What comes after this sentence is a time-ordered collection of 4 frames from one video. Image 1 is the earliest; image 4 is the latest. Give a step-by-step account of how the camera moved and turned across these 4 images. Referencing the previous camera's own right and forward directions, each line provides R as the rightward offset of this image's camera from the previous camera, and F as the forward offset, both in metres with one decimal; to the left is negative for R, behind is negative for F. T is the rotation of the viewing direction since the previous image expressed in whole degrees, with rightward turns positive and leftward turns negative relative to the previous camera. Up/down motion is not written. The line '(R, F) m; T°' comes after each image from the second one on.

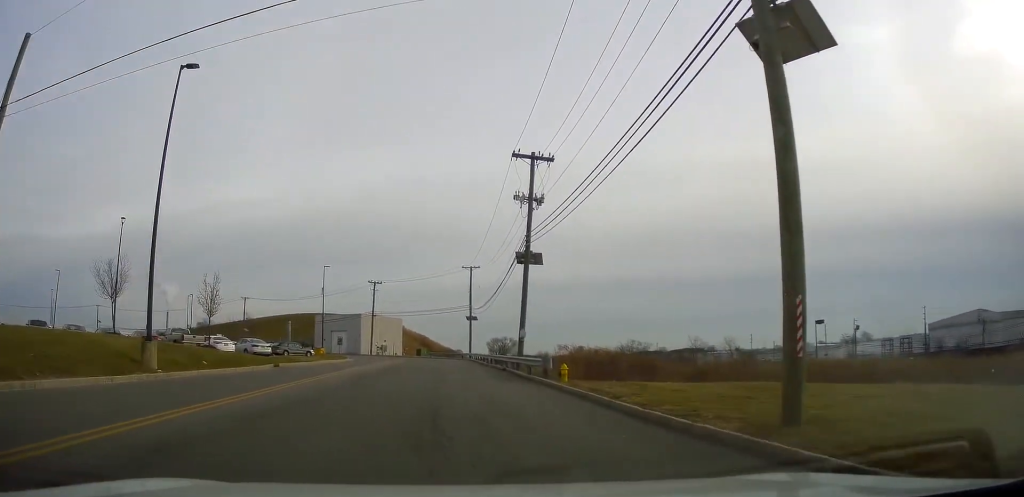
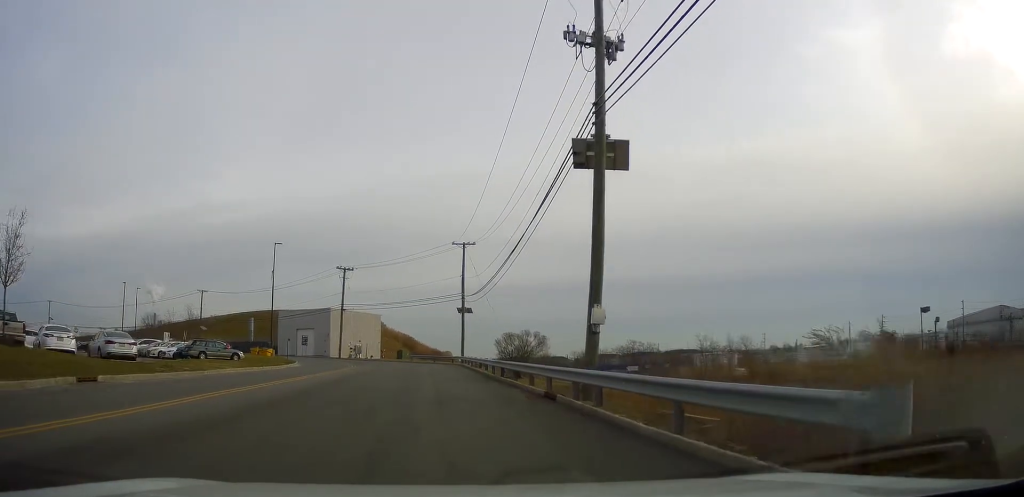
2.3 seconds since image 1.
(+2.2, +17.8) m; +7°
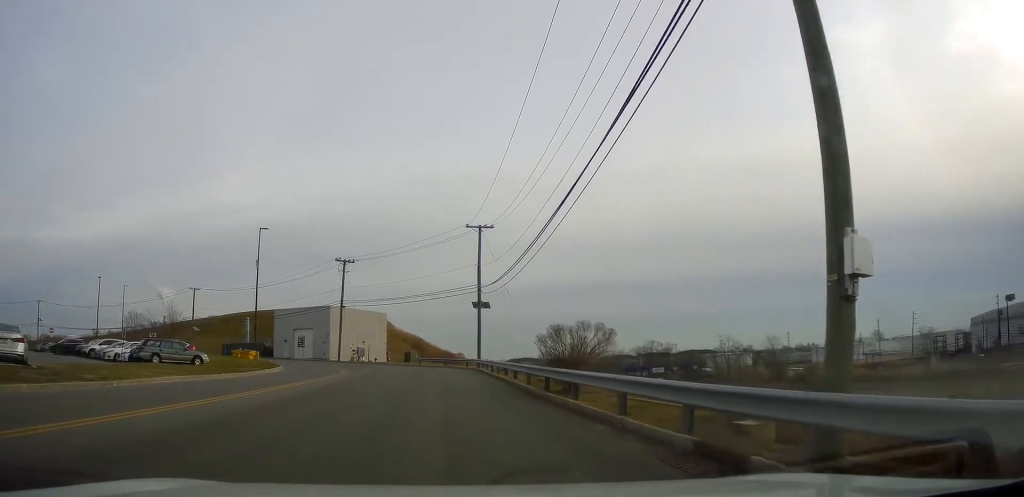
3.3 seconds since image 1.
(-0.6, +8.9) m; -3°
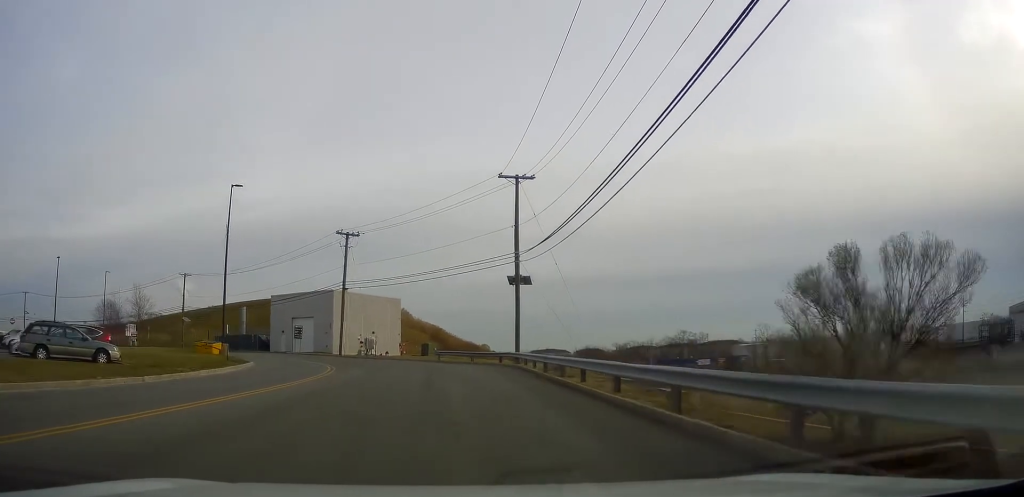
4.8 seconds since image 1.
(-0.2, +13.1) m; -3°
